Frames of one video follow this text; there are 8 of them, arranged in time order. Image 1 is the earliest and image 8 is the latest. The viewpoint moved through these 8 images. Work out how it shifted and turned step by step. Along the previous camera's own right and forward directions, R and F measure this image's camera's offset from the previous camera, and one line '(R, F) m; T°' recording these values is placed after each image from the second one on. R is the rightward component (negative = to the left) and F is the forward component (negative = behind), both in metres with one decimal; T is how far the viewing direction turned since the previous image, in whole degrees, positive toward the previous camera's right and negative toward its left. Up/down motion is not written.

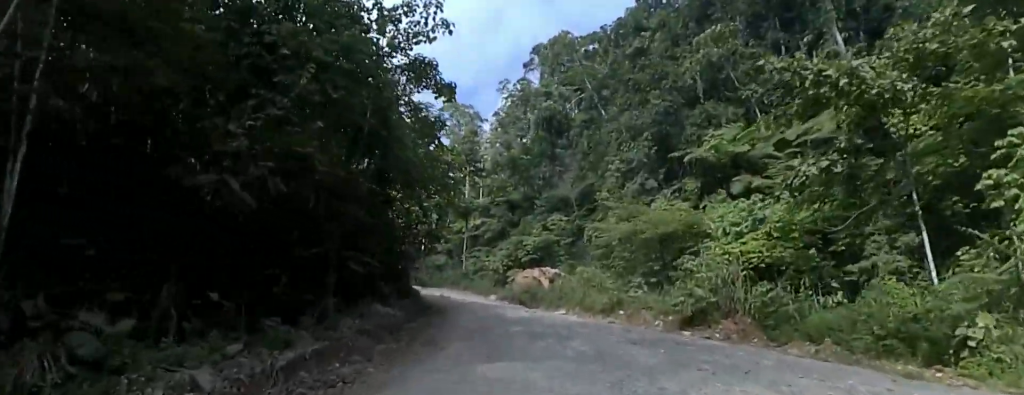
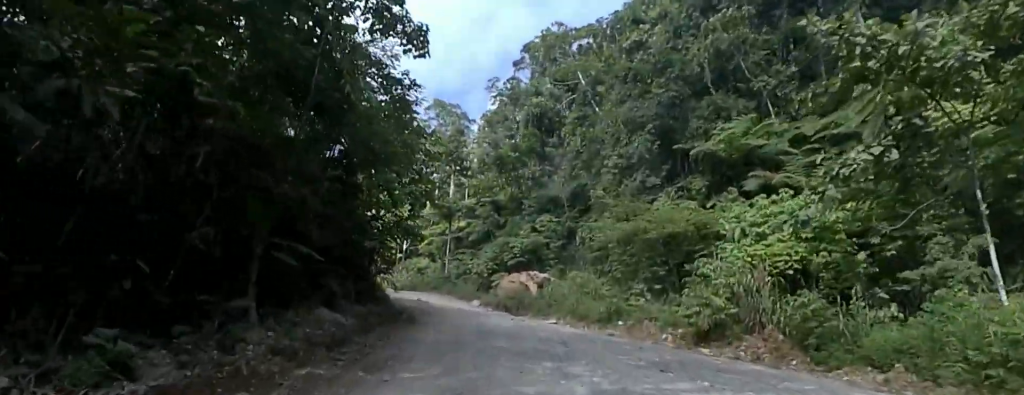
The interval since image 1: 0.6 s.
(+0.4, +3.1) m; +5°
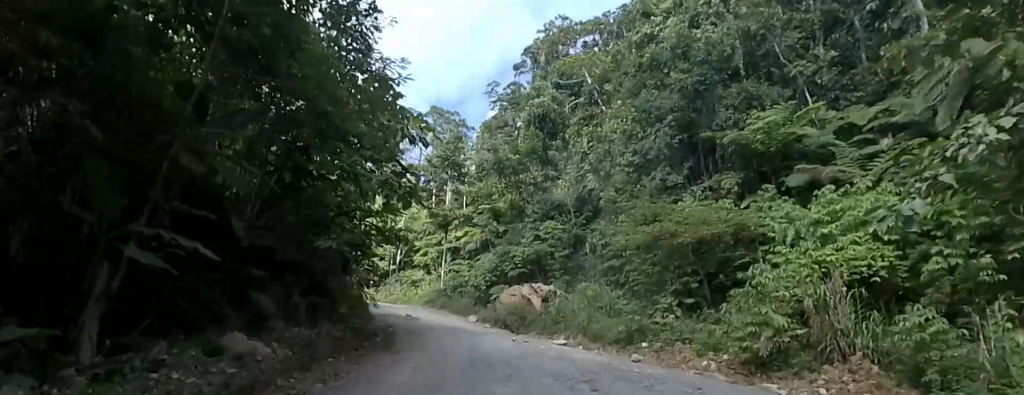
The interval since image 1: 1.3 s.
(+0.2, +3.7) m; +3°
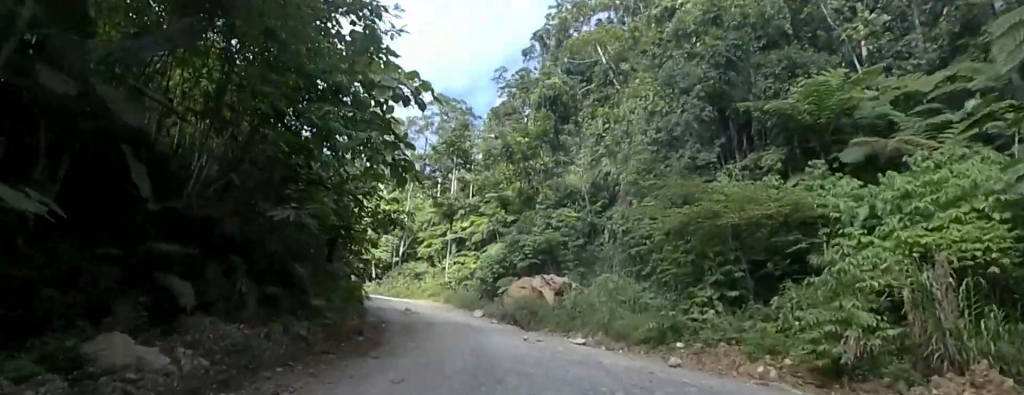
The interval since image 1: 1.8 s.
(0.0, +2.7) m; 0°
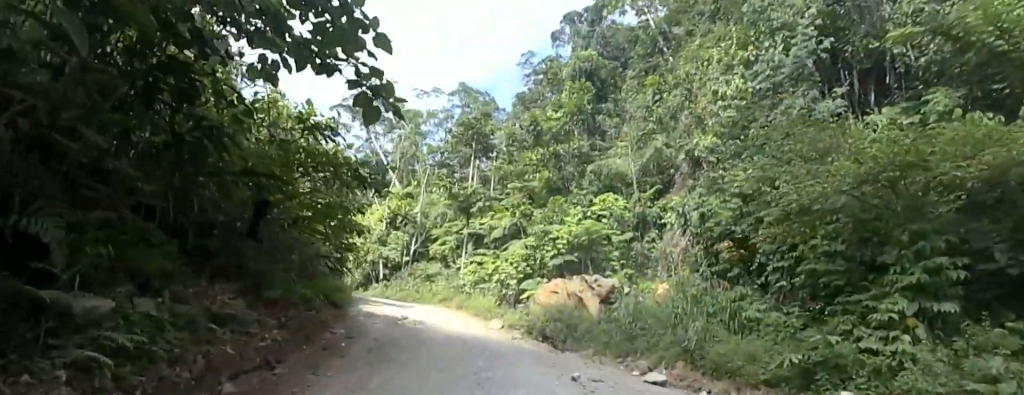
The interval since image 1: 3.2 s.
(0.0, +6.5) m; 0°
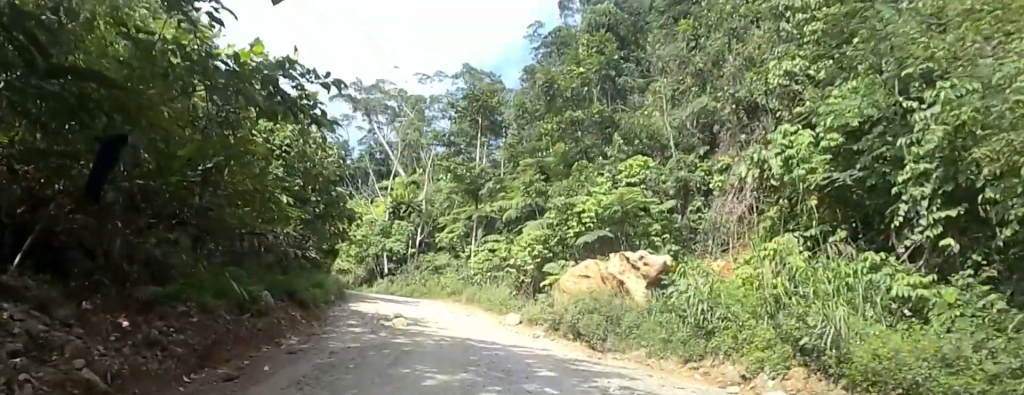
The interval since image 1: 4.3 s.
(0.0, +4.6) m; 0°
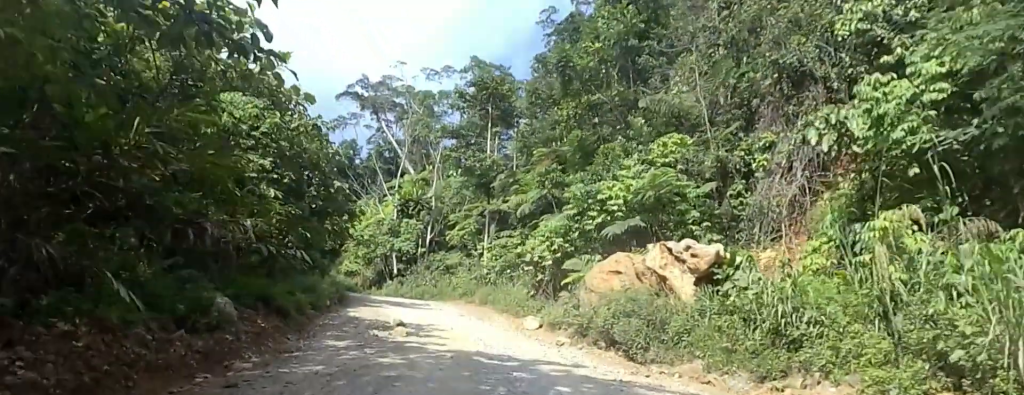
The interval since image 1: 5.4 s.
(0.0, +4.3) m; 0°
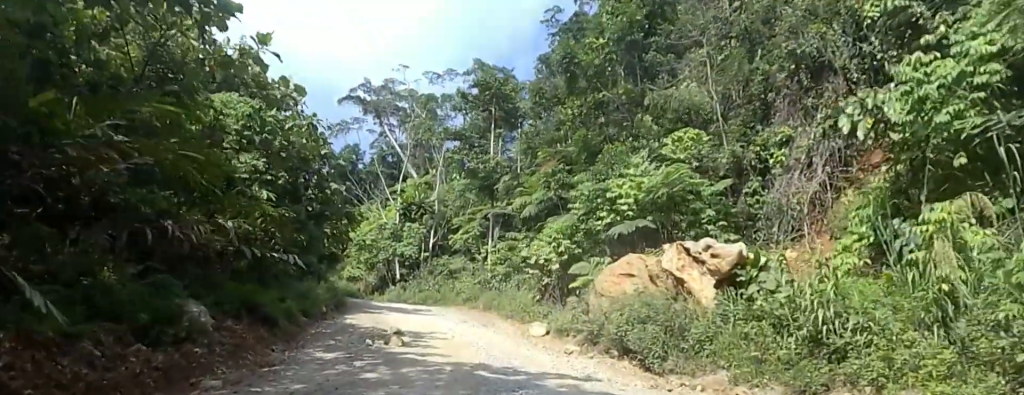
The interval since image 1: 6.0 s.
(0.0, +2.1) m; 0°
